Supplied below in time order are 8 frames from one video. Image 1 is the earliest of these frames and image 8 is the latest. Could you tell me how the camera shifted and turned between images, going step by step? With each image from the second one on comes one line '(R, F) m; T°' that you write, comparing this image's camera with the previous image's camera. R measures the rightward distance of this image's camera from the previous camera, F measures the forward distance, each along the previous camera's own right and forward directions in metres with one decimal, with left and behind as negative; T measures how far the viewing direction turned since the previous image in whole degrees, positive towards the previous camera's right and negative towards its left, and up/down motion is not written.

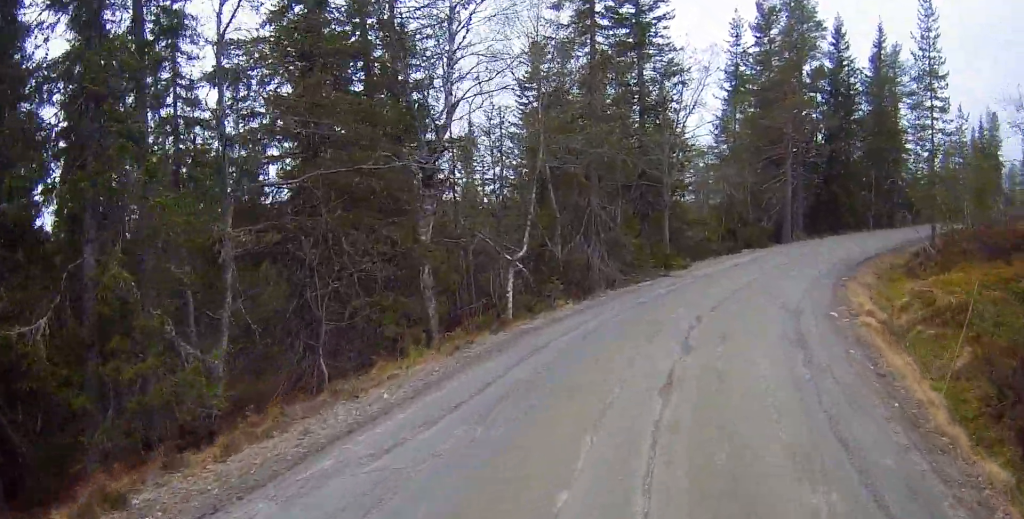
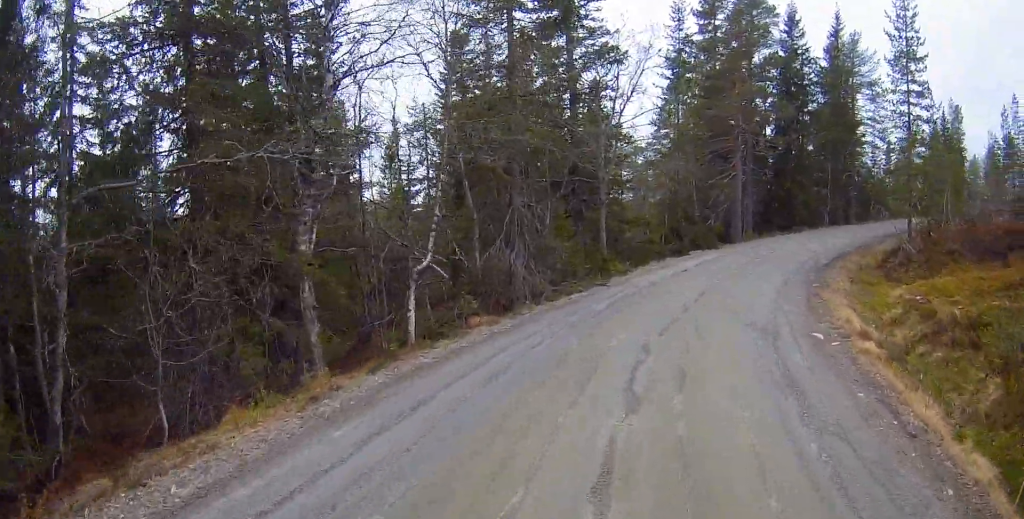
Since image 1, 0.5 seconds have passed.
(-0.1, +2.9) m; +6°
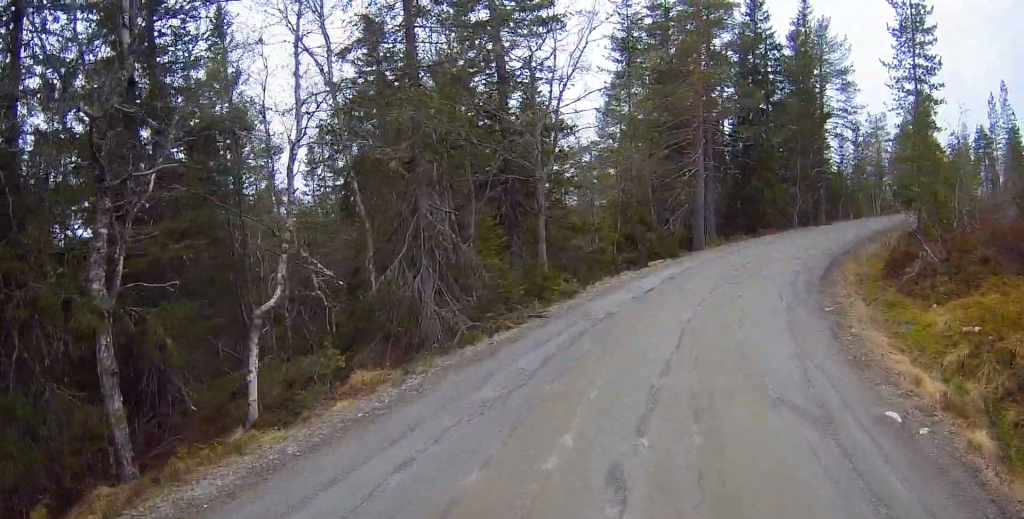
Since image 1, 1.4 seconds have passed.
(+0.7, +4.5) m; +7°
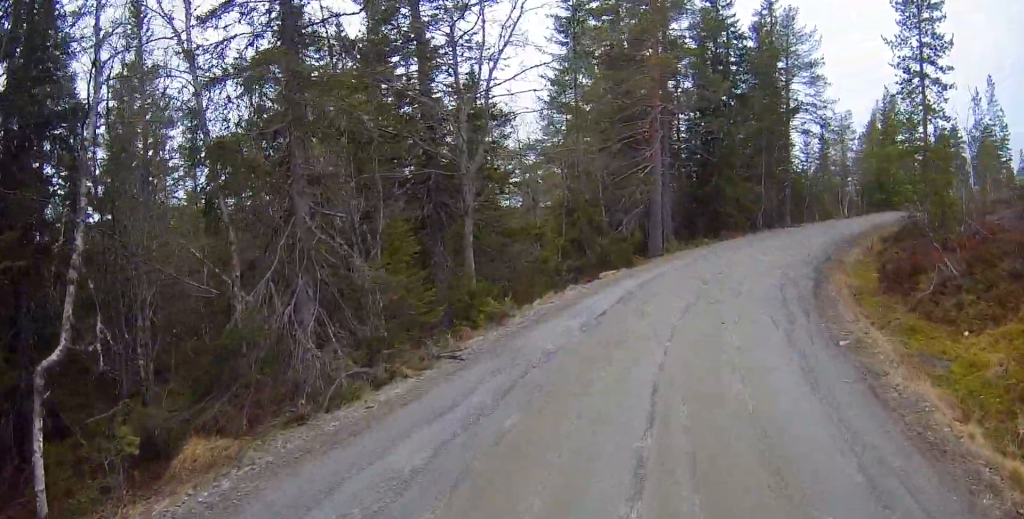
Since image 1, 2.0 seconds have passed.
(+0.2, +3.5) m; +5°
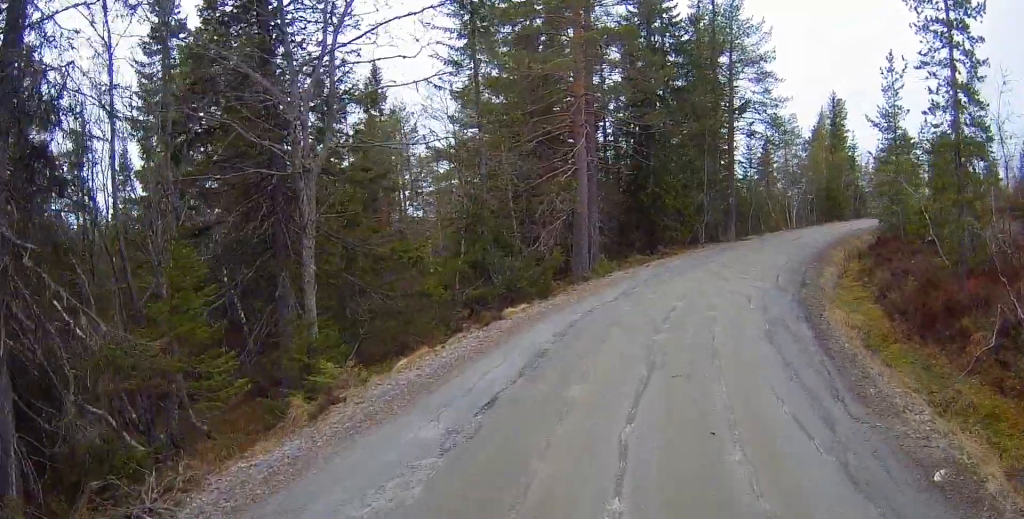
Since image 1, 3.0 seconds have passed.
(-0.1, +5.4) m; +6°
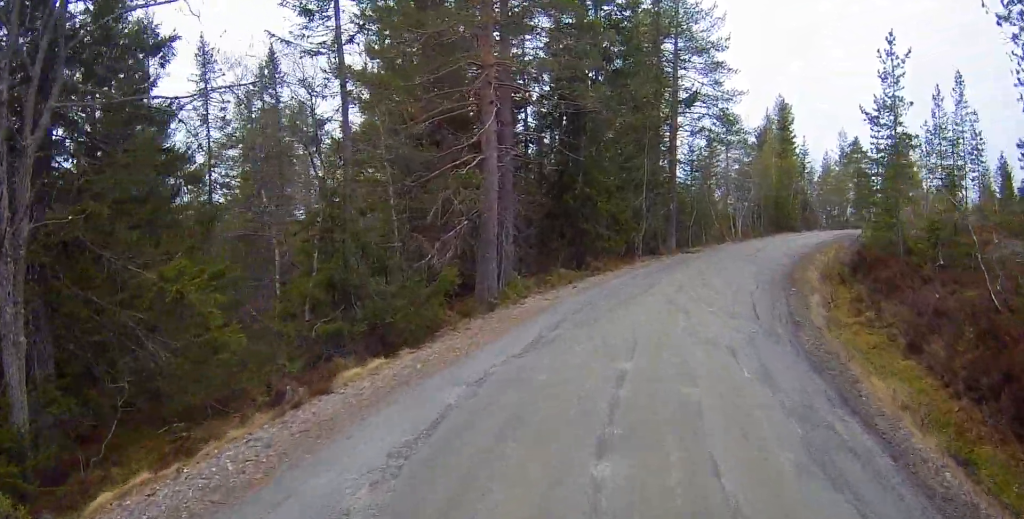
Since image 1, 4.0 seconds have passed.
(+0.6, +5.5) m; +4°
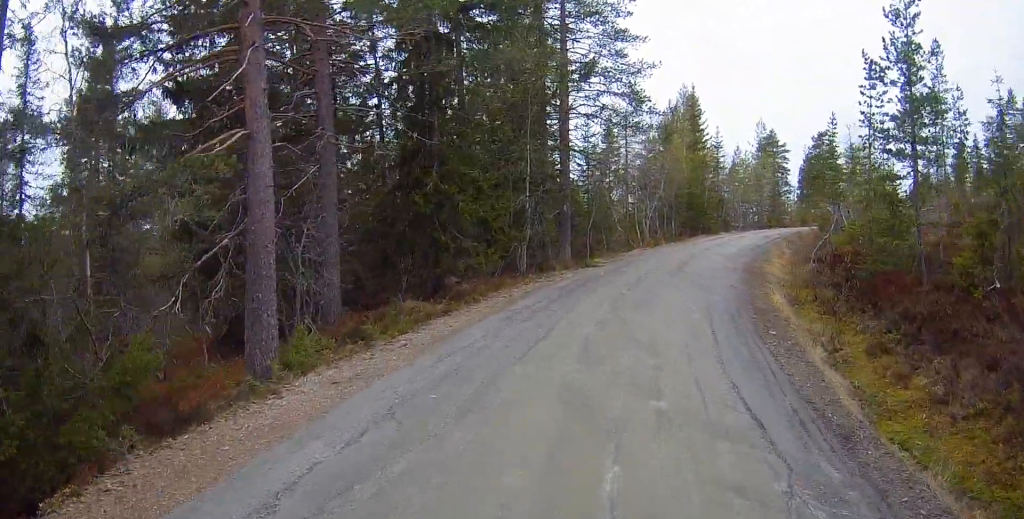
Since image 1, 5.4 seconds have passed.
(-0.1, +6.8) m; +8°
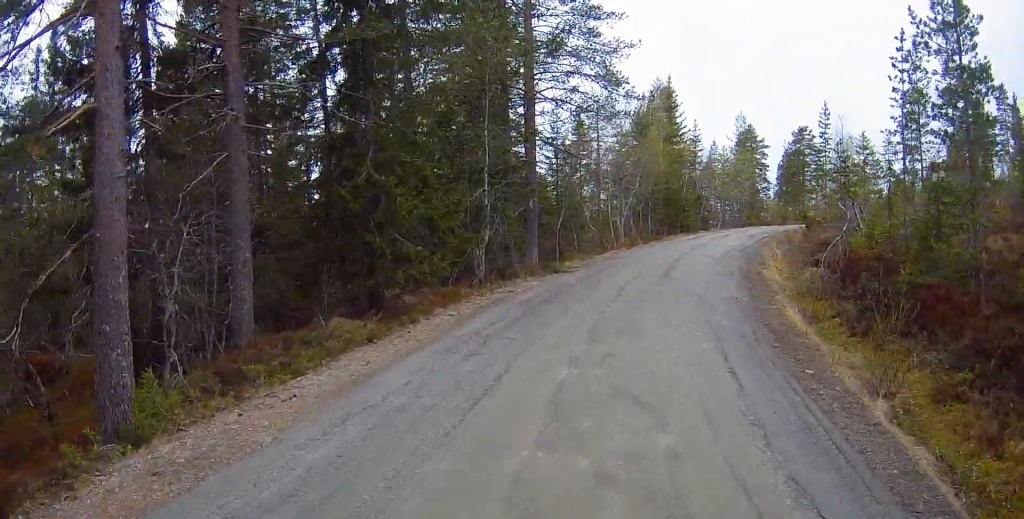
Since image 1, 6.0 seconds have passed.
(+0.2, +2.9) m; +5°
